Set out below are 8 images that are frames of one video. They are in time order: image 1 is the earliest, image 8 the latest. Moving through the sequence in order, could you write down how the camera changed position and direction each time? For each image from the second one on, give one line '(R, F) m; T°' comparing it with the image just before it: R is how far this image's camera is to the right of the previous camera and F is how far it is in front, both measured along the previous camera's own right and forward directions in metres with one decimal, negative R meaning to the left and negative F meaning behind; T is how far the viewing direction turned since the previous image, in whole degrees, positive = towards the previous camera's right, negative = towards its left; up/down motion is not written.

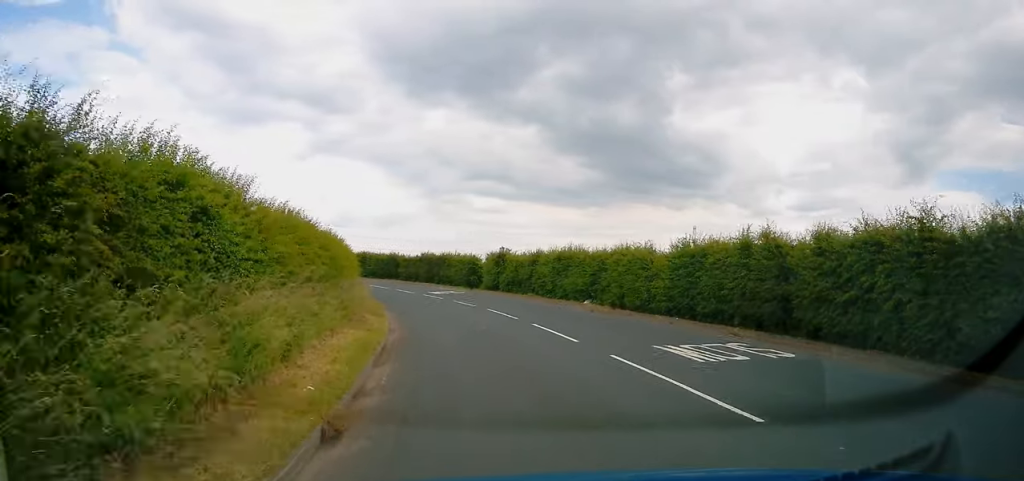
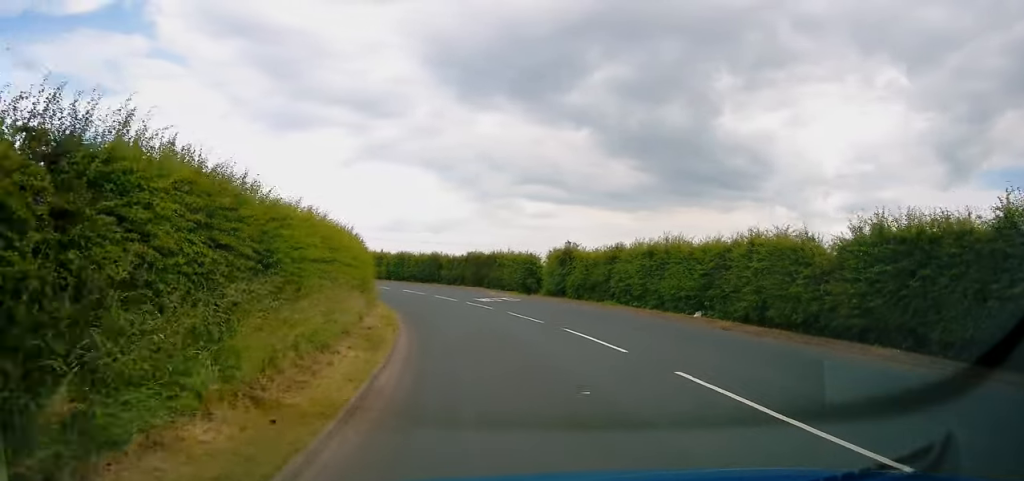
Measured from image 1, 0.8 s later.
(-0.8, +10.3) m; -4°
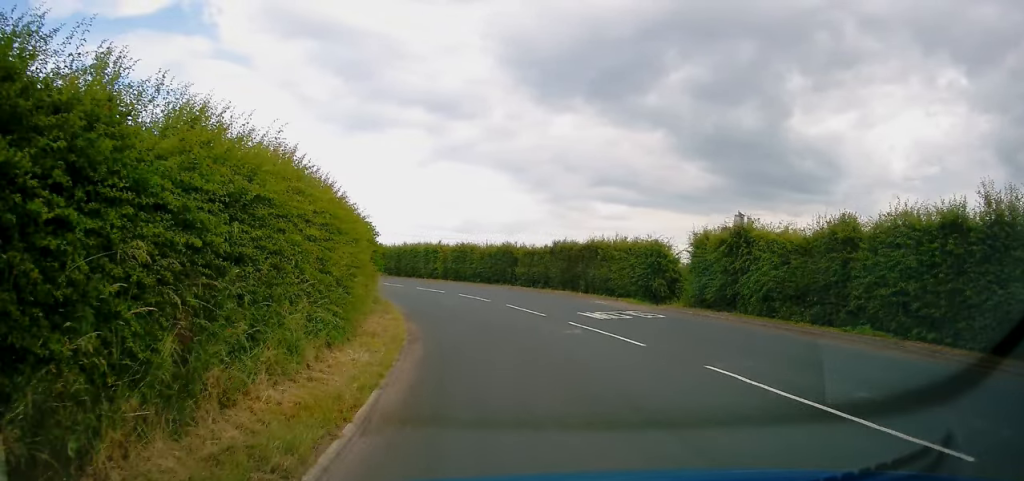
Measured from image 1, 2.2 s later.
(-0.7, +17.4) m; -5°
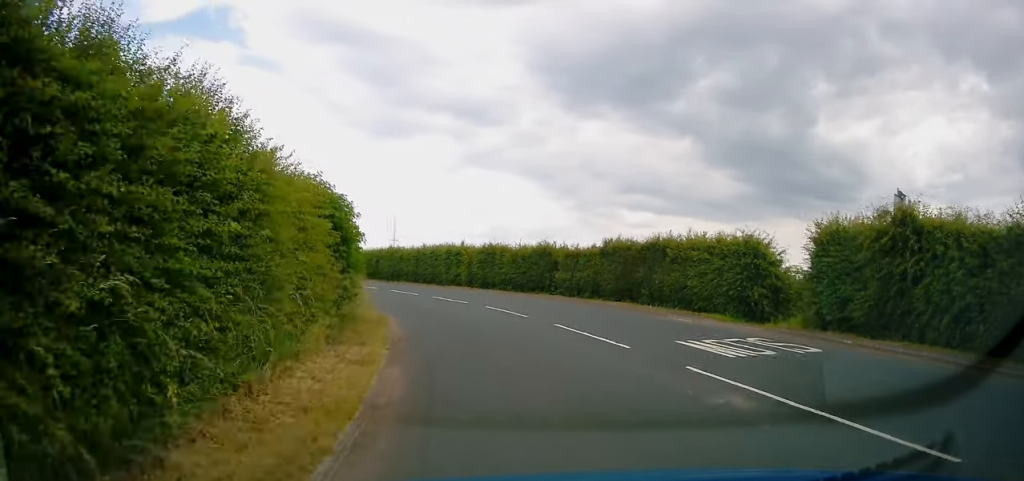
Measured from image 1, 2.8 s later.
(-0.2, +8.1) m; -5°
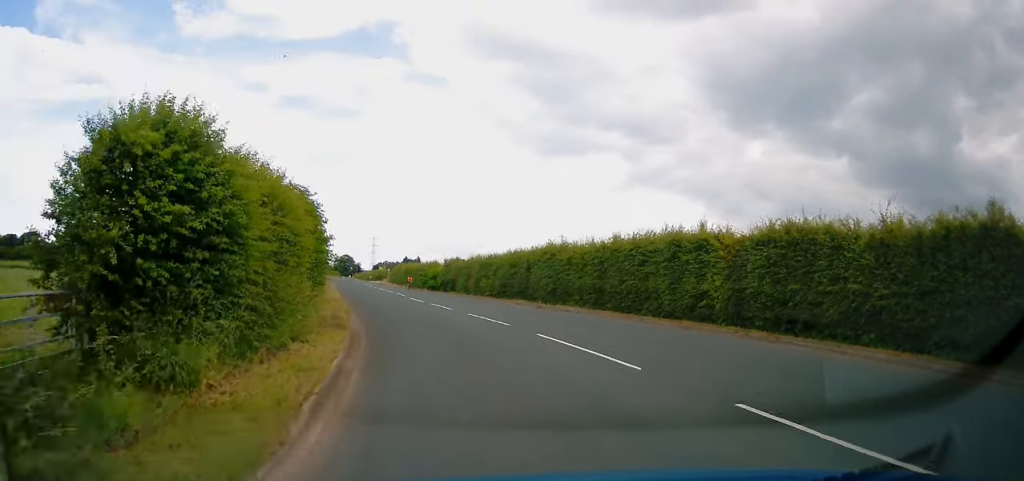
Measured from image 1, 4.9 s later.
(-3.4, +27.8) m; -16°
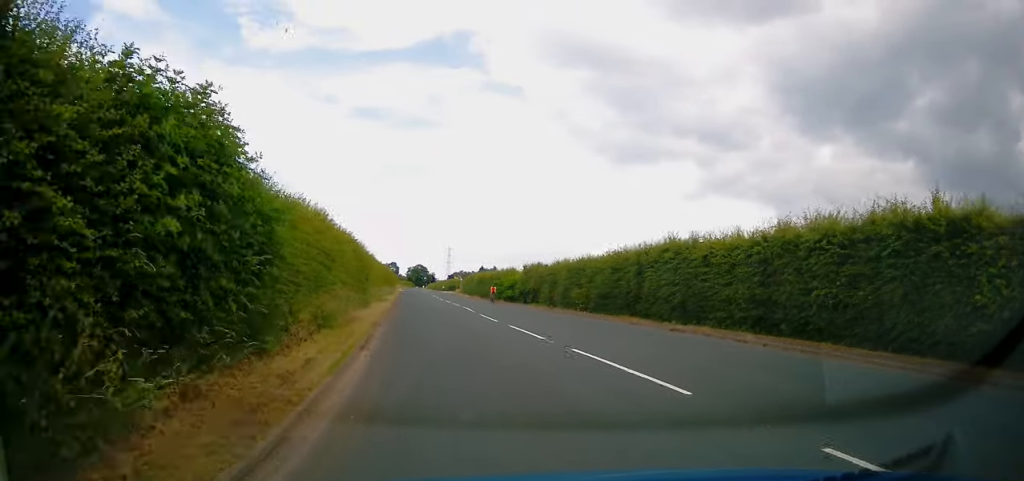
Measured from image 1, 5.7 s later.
(-1.0, +10.2) m; -7°
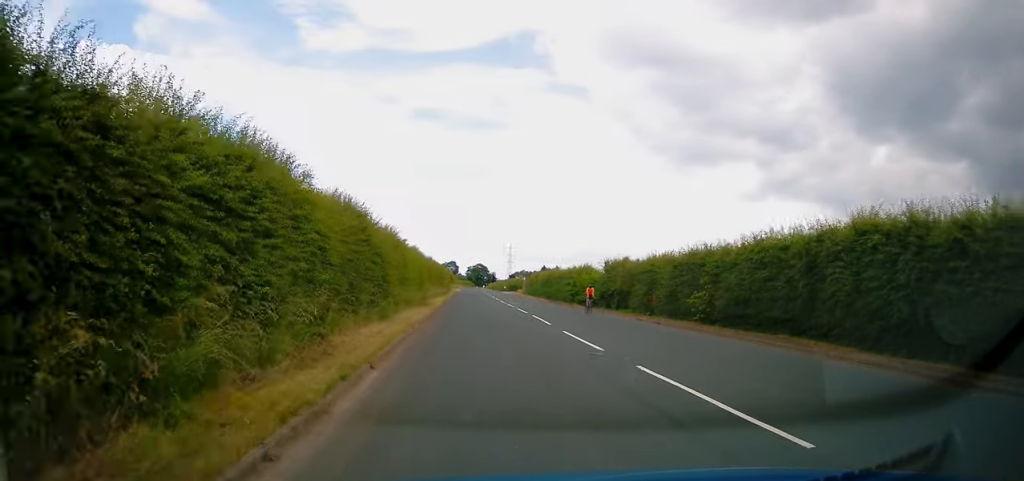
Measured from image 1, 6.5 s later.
(-0.6, +10.9) m; -4°
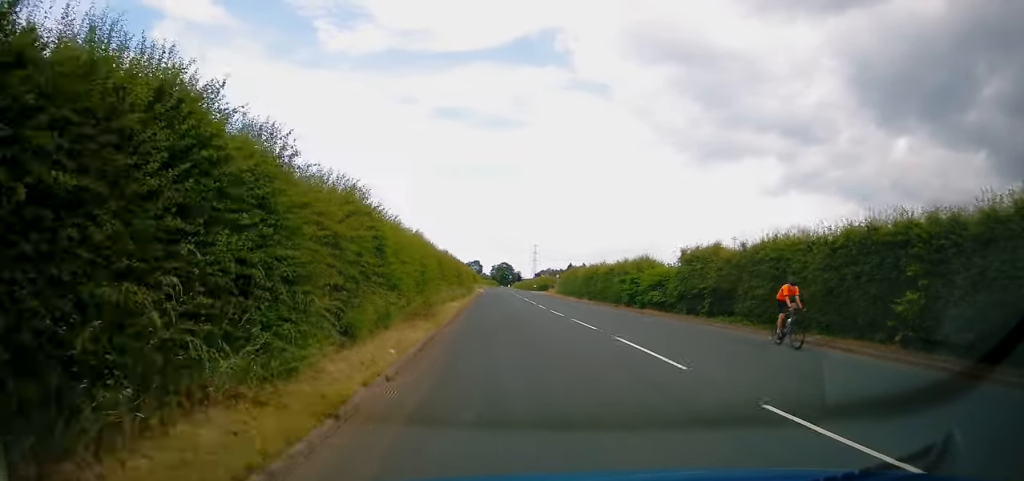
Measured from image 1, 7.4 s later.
(-0.2, +12.3) m; -2°
